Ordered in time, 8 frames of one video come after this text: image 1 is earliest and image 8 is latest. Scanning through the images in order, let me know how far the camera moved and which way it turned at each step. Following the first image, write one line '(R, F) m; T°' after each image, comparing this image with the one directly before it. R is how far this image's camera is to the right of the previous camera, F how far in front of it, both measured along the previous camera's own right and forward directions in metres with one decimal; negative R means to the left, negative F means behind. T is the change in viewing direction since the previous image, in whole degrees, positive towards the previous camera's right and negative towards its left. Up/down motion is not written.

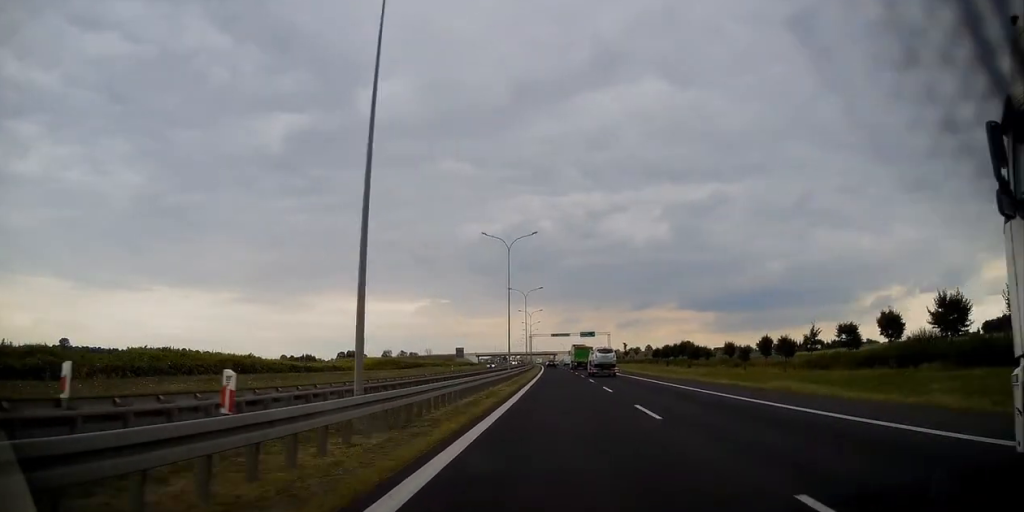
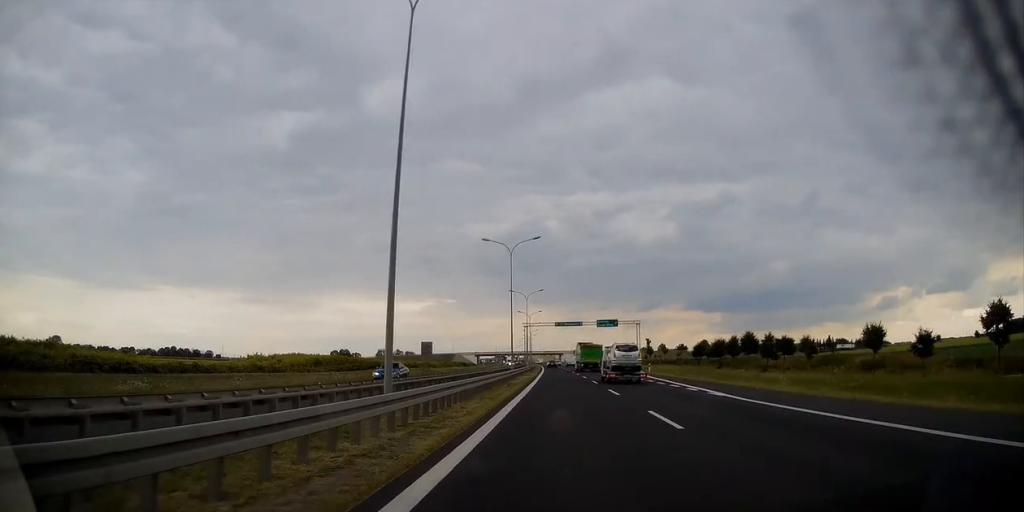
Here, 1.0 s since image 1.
(-0.2, +38.1) m; -1°
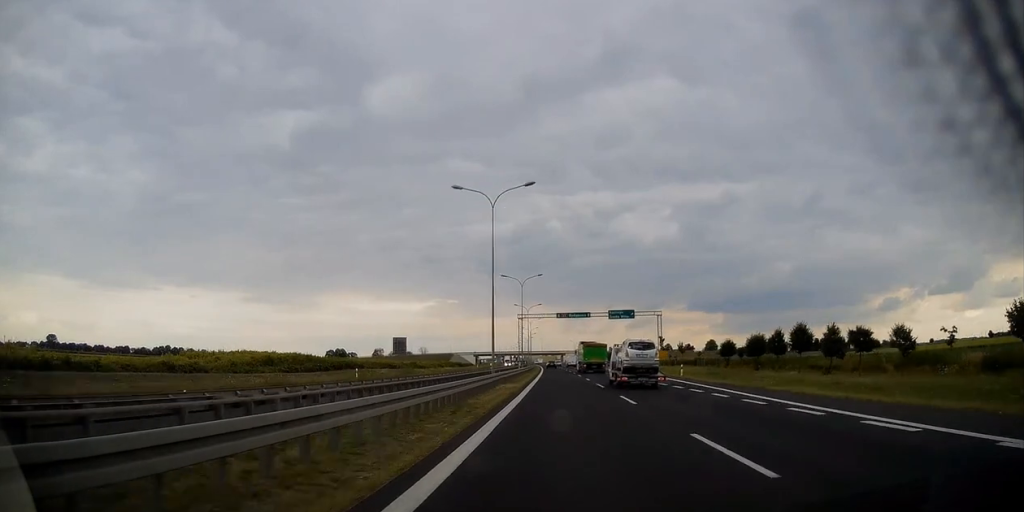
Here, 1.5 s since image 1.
(0.0, +17.2) m; 0°
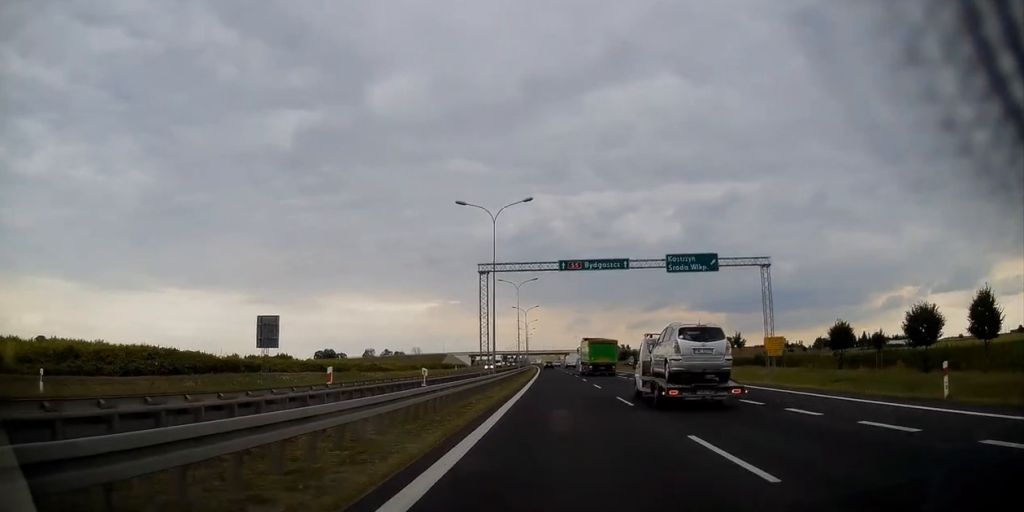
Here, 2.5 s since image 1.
(-0.2, +36.7) m; -1°
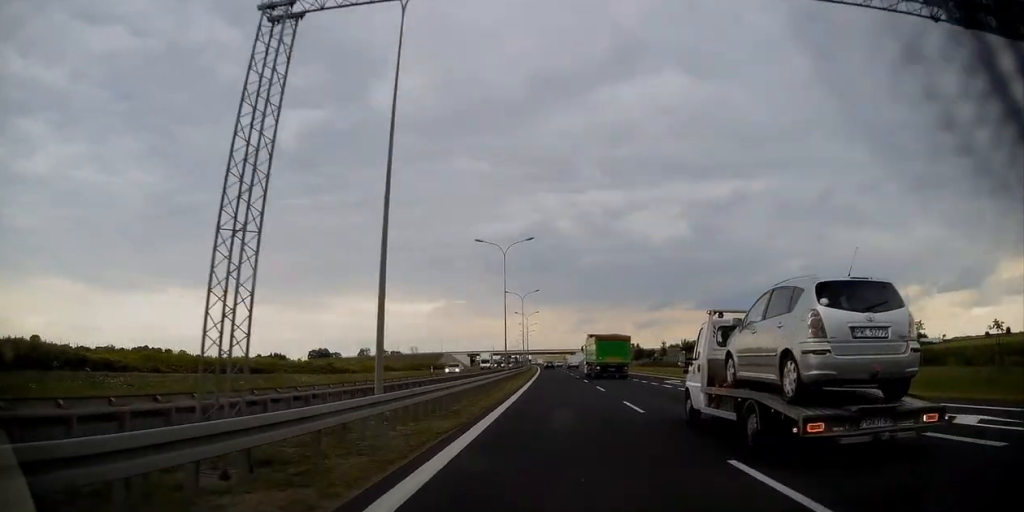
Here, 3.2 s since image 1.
(-0.3, +26.9) m; -1°
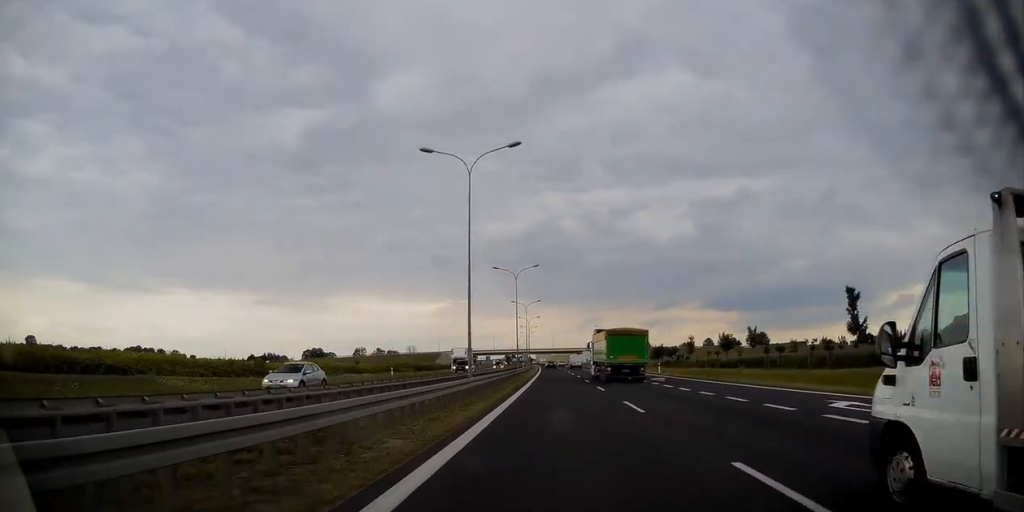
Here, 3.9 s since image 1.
(-0.1, +24.4) m; 0°
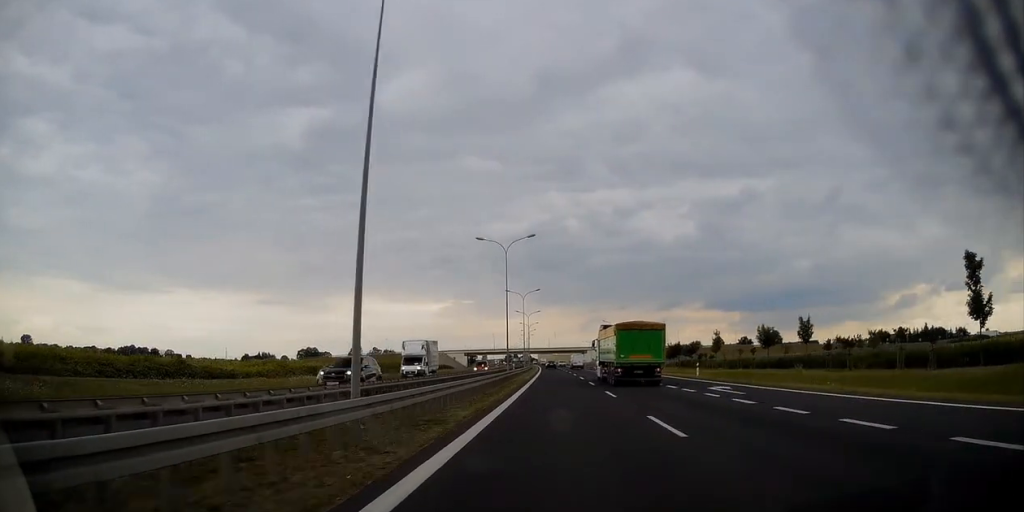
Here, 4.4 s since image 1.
(-0.1, +17.1) m; 0°
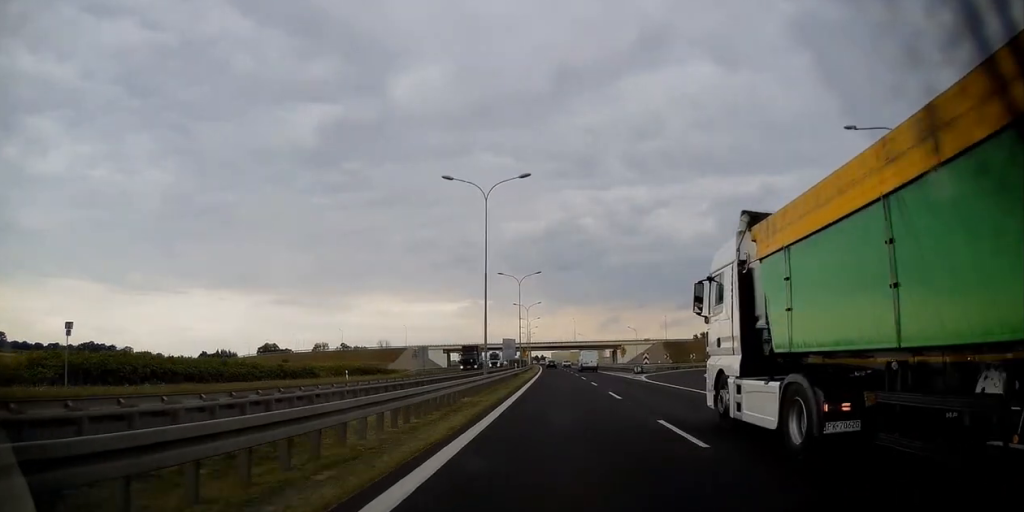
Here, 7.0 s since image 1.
(-0.8, +96.5) m; -1°
